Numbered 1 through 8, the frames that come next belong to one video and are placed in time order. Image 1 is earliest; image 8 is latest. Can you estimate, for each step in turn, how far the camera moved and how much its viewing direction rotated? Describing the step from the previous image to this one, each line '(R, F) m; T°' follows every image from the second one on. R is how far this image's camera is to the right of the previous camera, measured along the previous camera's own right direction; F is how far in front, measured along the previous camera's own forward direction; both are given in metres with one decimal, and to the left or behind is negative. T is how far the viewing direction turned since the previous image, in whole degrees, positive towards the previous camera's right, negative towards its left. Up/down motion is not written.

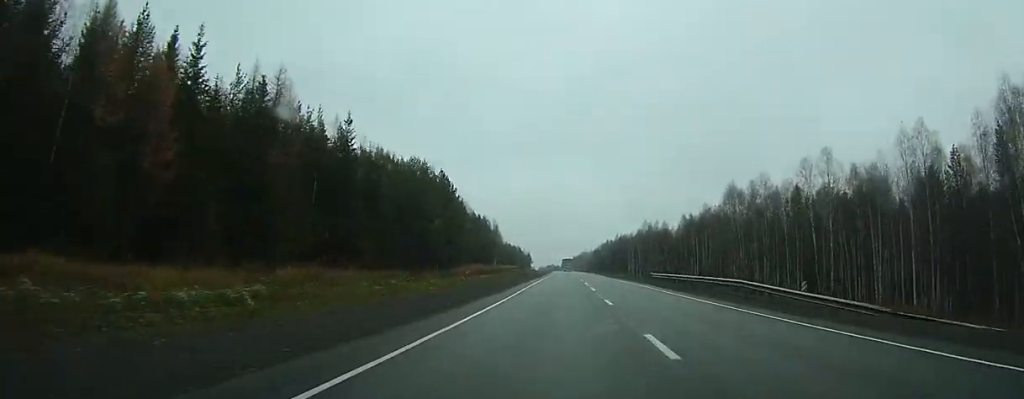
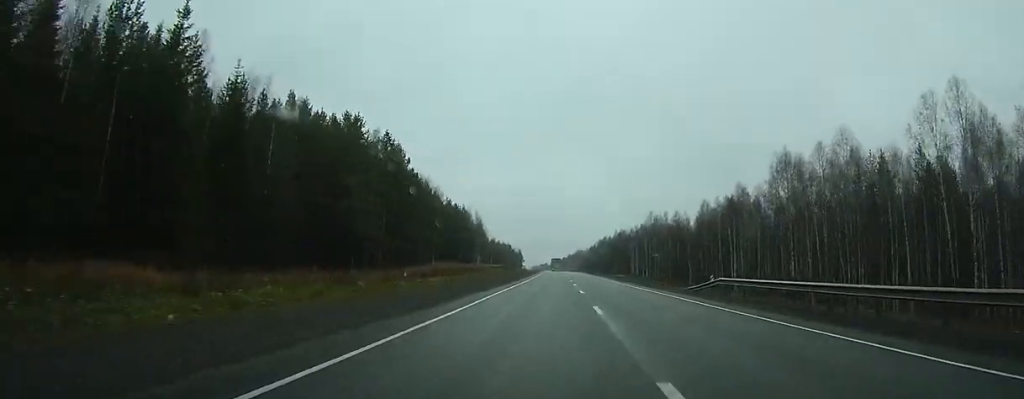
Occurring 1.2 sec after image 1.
(0.0, +28.0) m; 0°
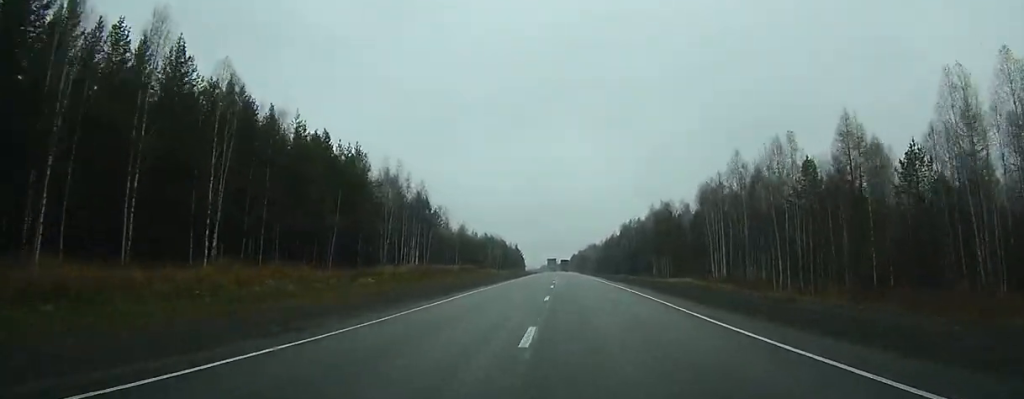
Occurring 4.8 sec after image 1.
(-0.5, +87.9) m; -1°
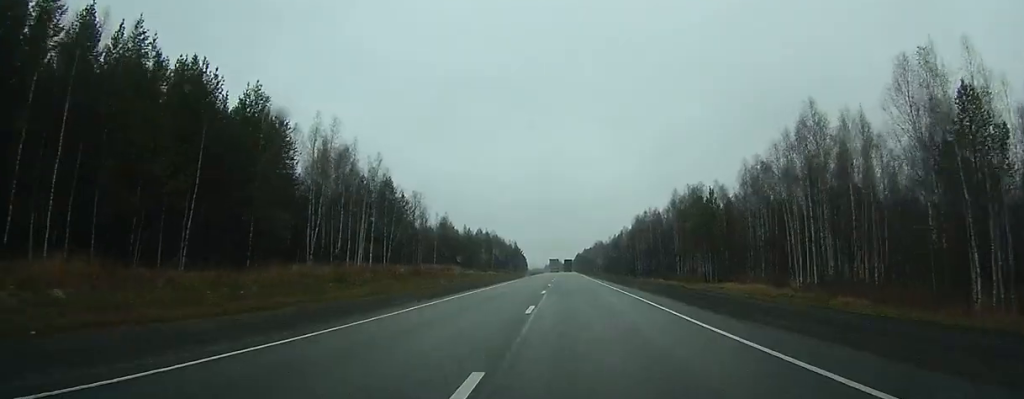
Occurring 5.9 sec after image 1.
(-0.1, +28.8) m; -2°
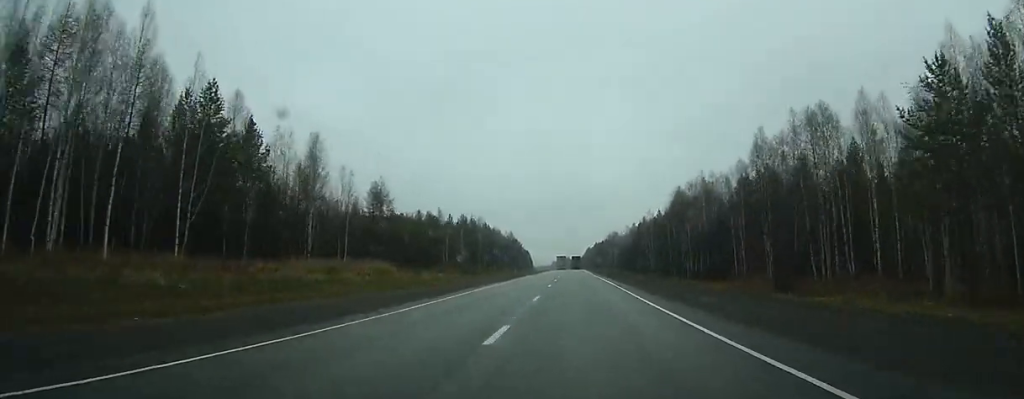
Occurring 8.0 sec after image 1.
(-1.9, +53.3) m; 0°
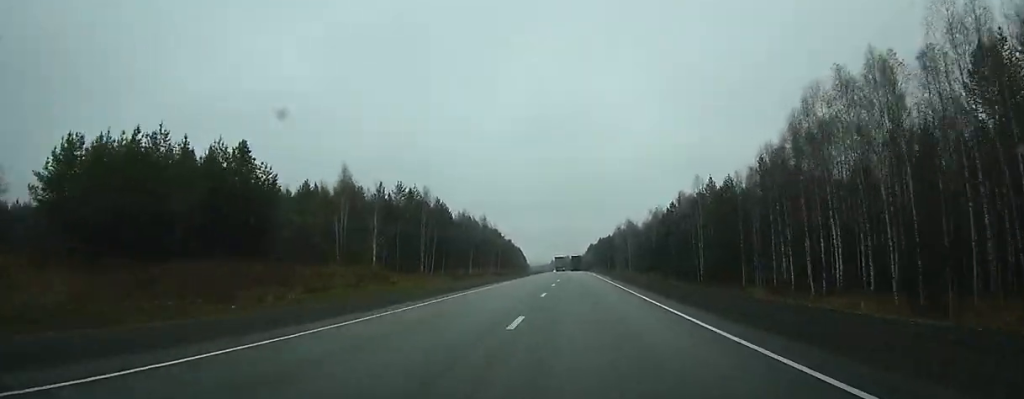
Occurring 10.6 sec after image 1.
(+3.5, +70.6) m; +3°
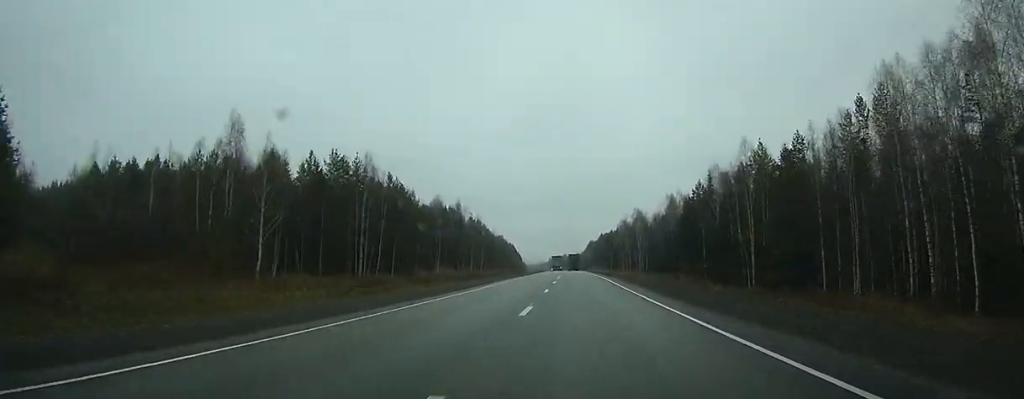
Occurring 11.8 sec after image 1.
(-1.0, +33.4) m; -1°
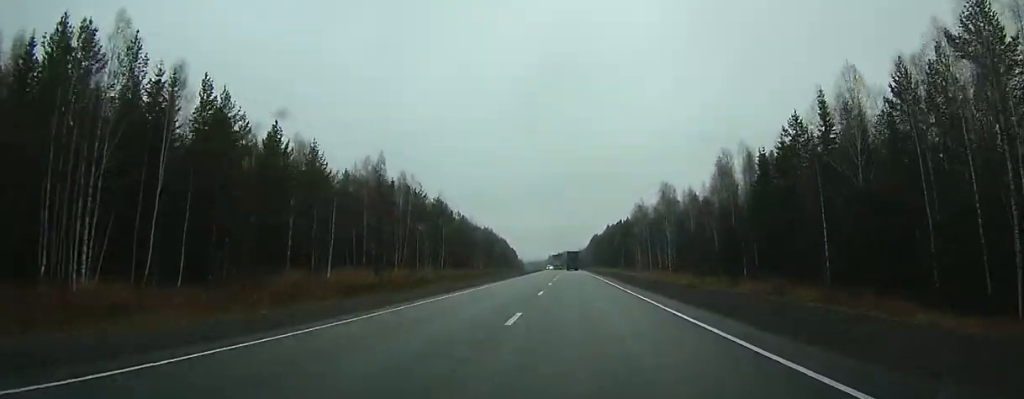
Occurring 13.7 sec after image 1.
(-1.1, +51.3) m; -1°
